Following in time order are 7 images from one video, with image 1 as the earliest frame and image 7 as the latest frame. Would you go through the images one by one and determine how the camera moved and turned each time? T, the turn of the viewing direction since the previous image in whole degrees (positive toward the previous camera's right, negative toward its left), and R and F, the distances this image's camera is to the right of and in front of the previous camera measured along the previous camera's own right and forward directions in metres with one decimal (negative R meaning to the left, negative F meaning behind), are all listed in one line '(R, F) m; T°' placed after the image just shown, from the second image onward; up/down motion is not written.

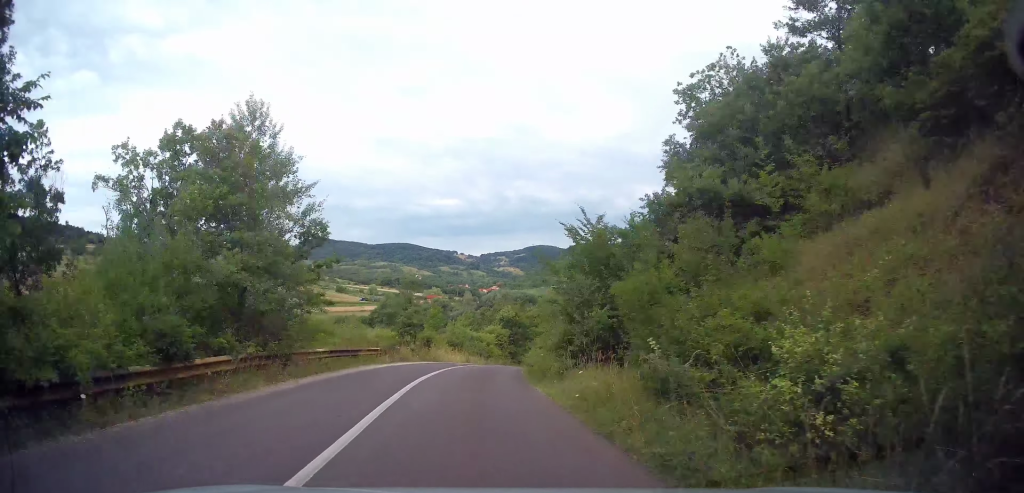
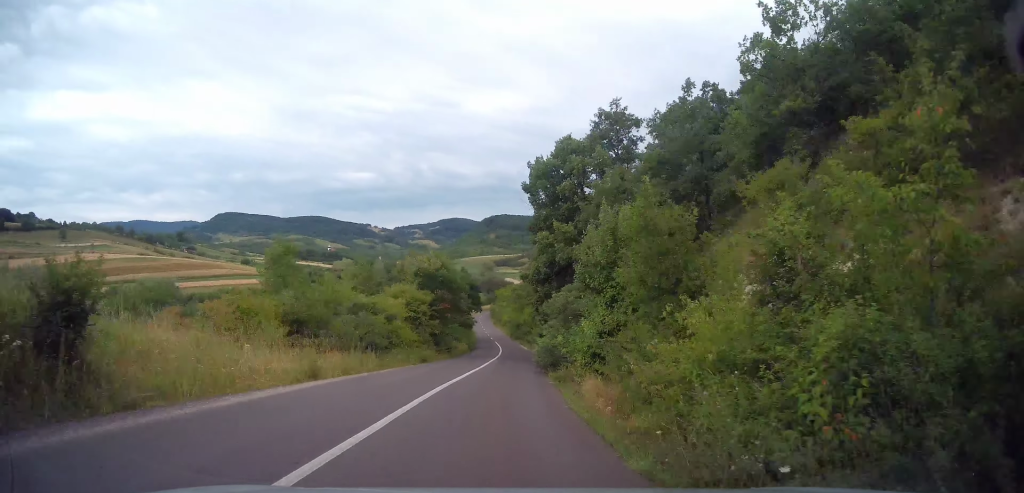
(+2.4, +28.8) m; +9°
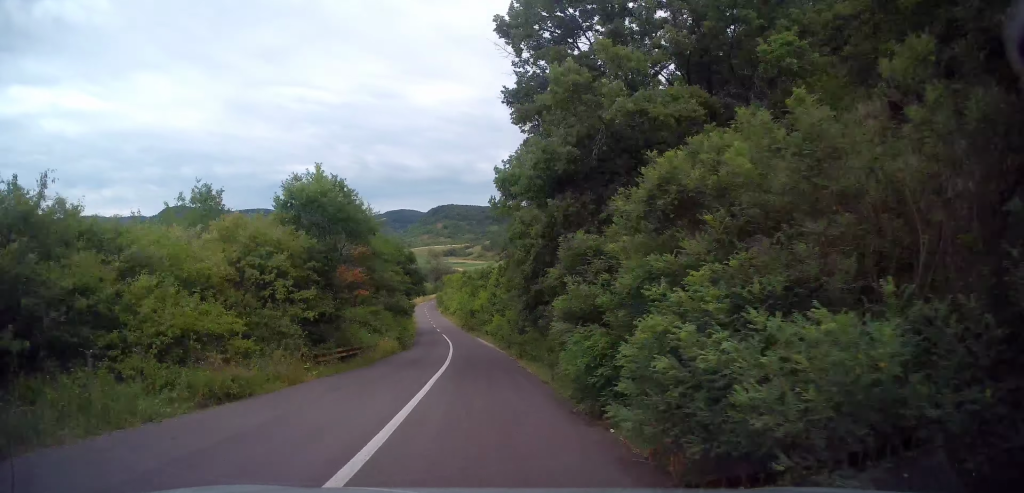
(+0.8, +18.1) m; +4°
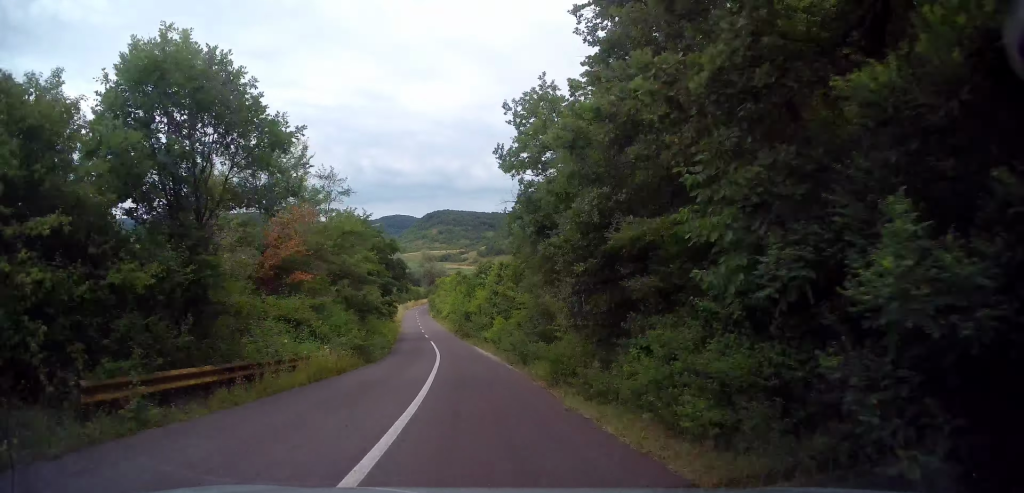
(+0.1, +10.0) m; +1°
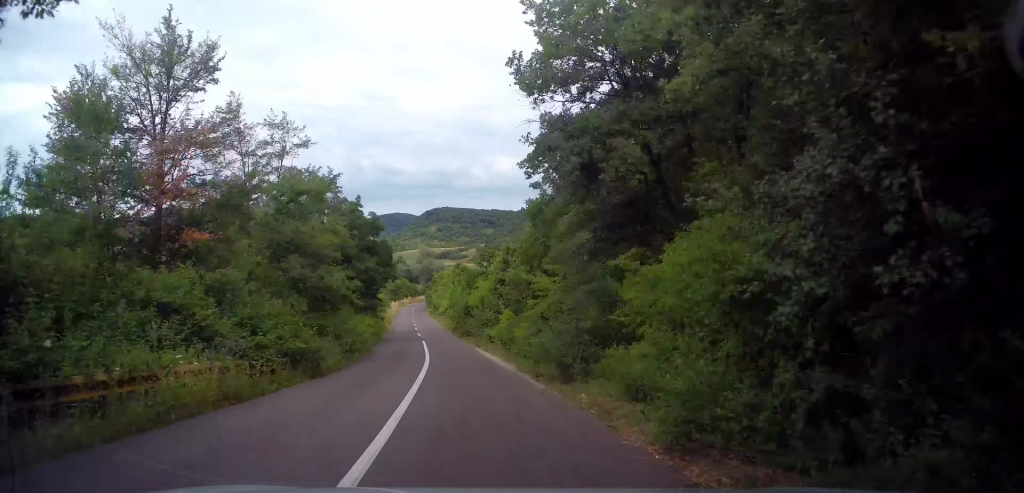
(0.0, +7.8) m; 0°
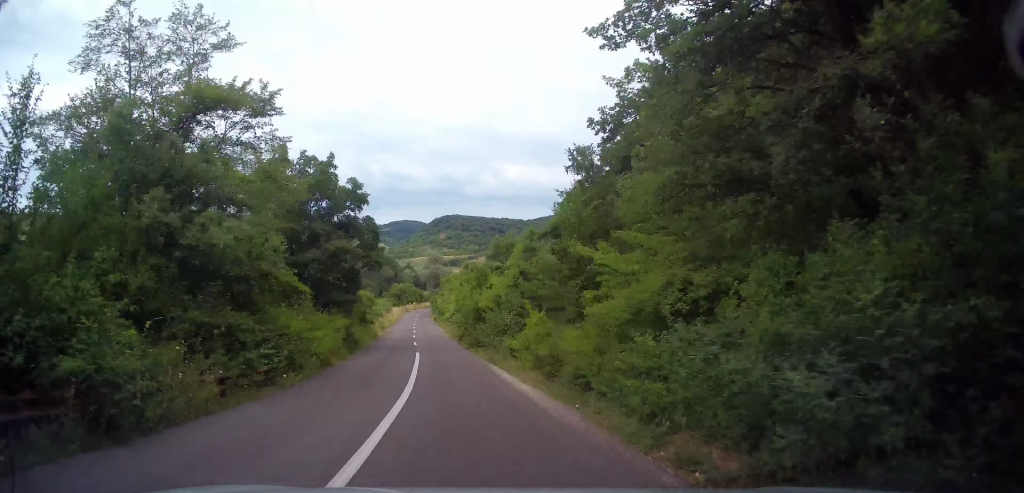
(0.0, +9.1) m; -1°
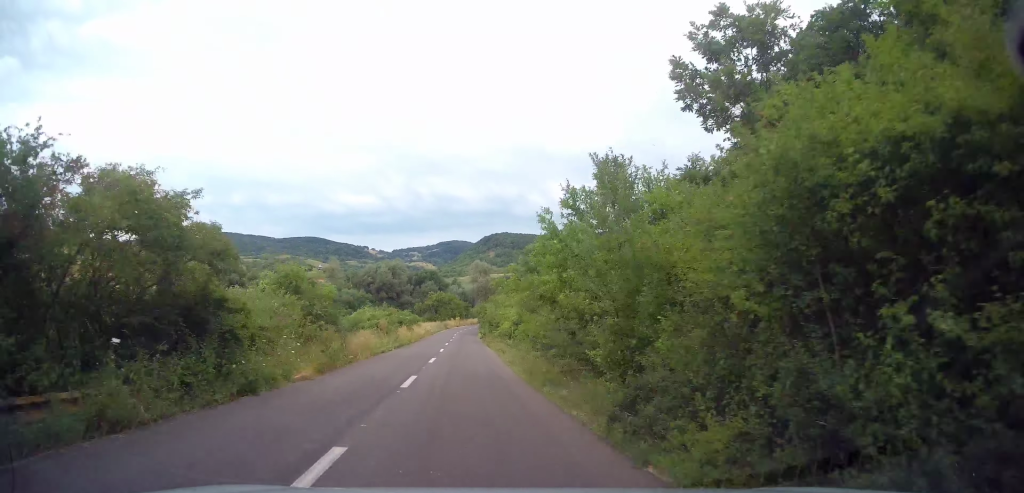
(-1.4, +28.5) m; -5°
